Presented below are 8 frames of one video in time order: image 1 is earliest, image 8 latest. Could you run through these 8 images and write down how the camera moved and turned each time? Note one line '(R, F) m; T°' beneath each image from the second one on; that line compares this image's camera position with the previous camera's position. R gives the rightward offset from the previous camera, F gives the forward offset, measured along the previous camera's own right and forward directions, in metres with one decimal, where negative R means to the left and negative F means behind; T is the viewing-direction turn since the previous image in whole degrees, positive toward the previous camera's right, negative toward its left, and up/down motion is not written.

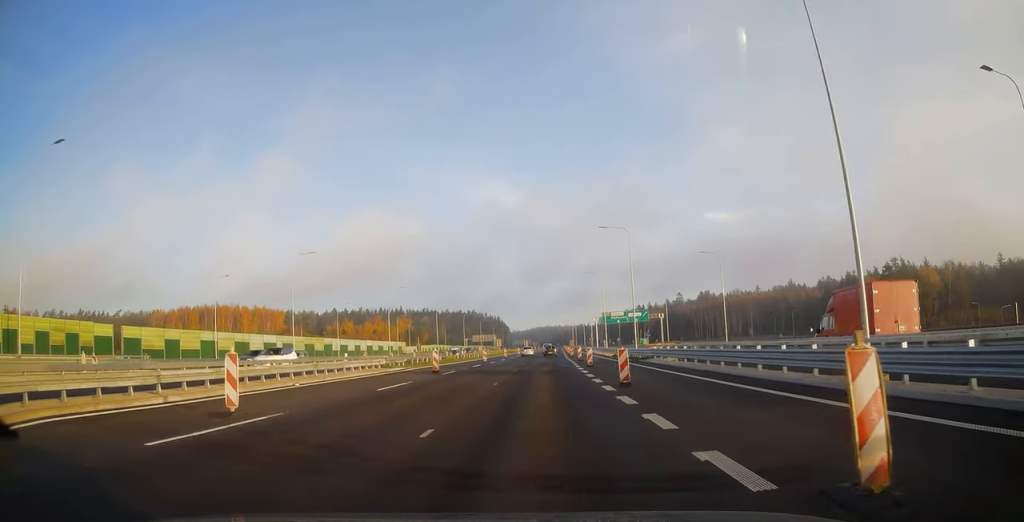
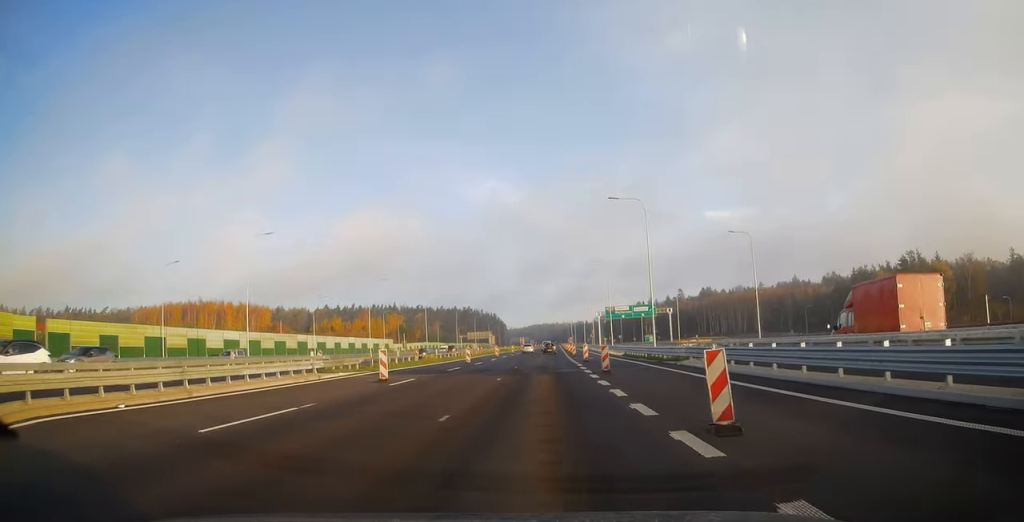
(0.0, +10.6) m; 0°
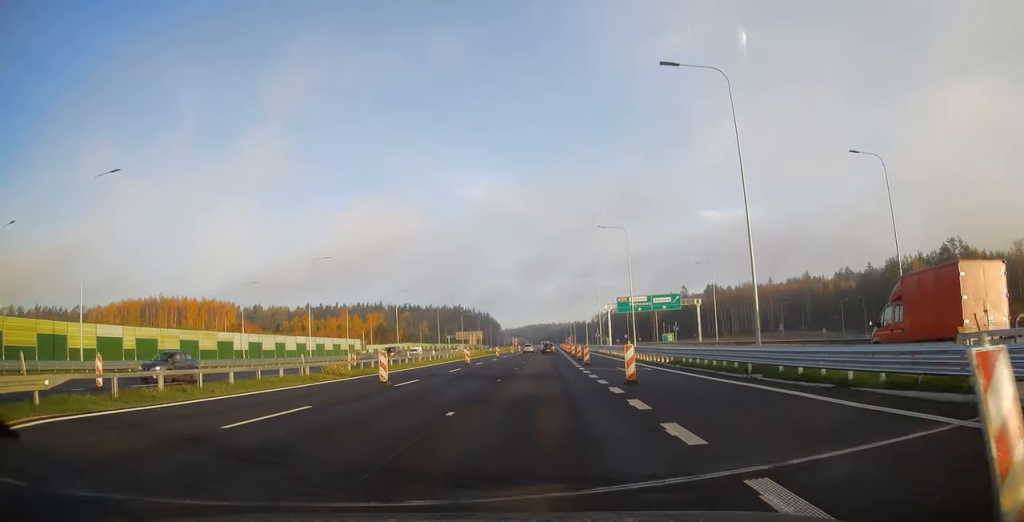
(+0.1, +23.3) m; 0°
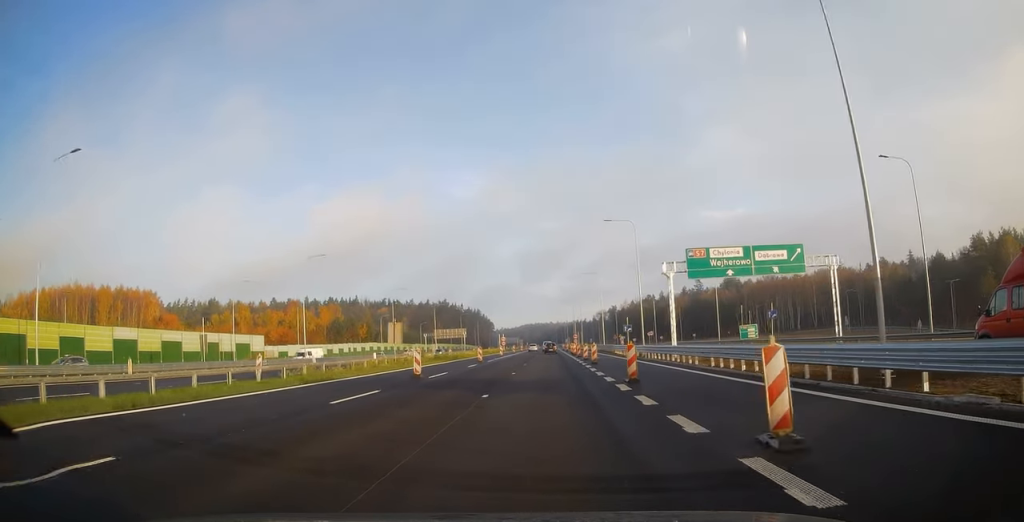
(+0.2, +43.4) m; 0°
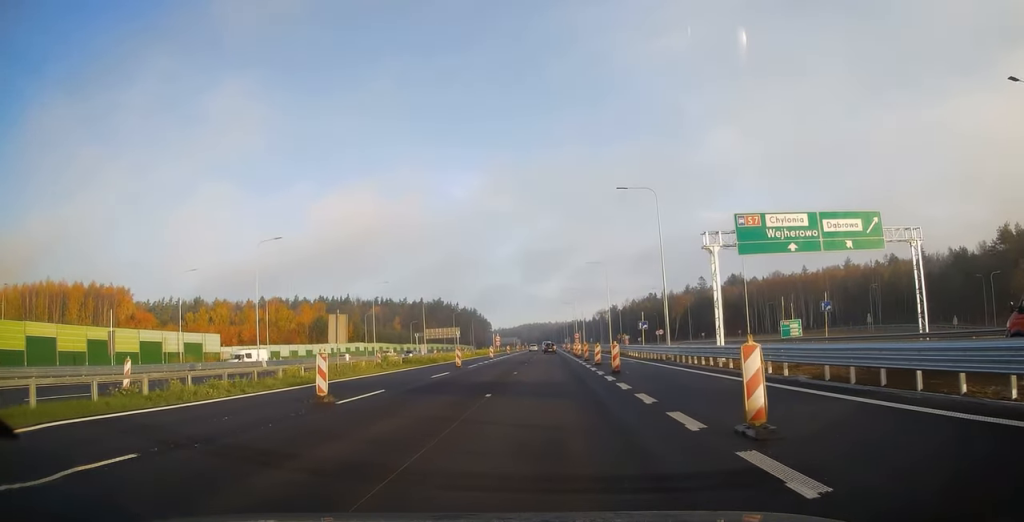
(0.0, +11.6) m; 0°
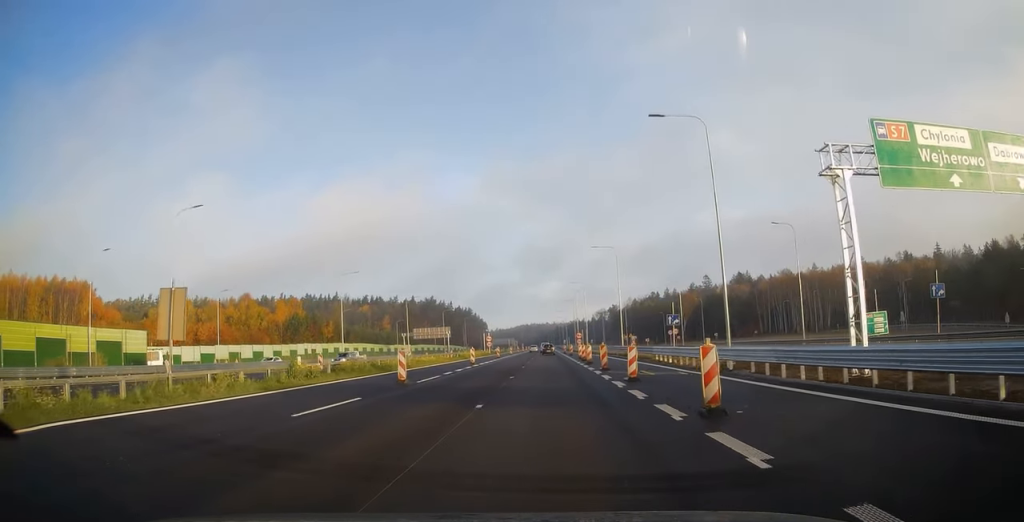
(0.0, +14.5) m; 0°
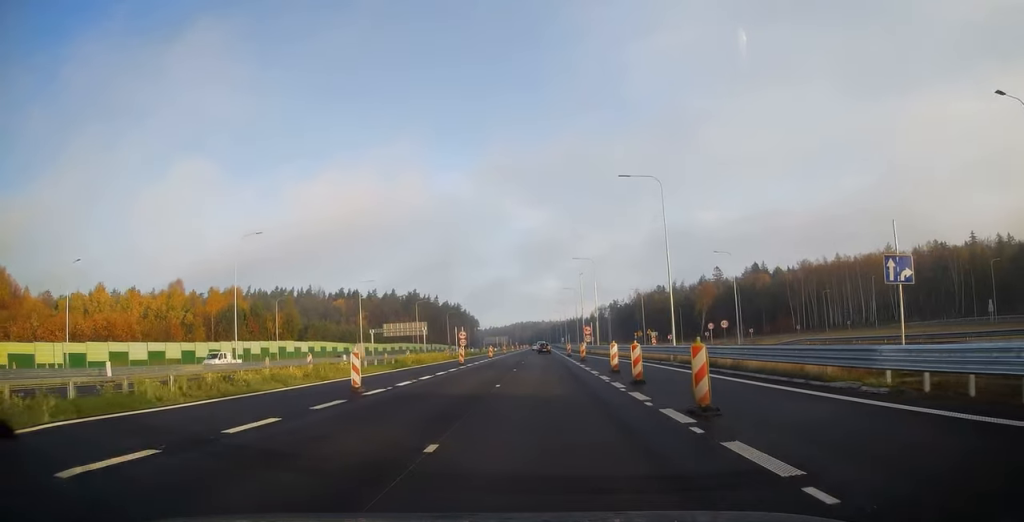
(+0.1, +28.9) m; 0°
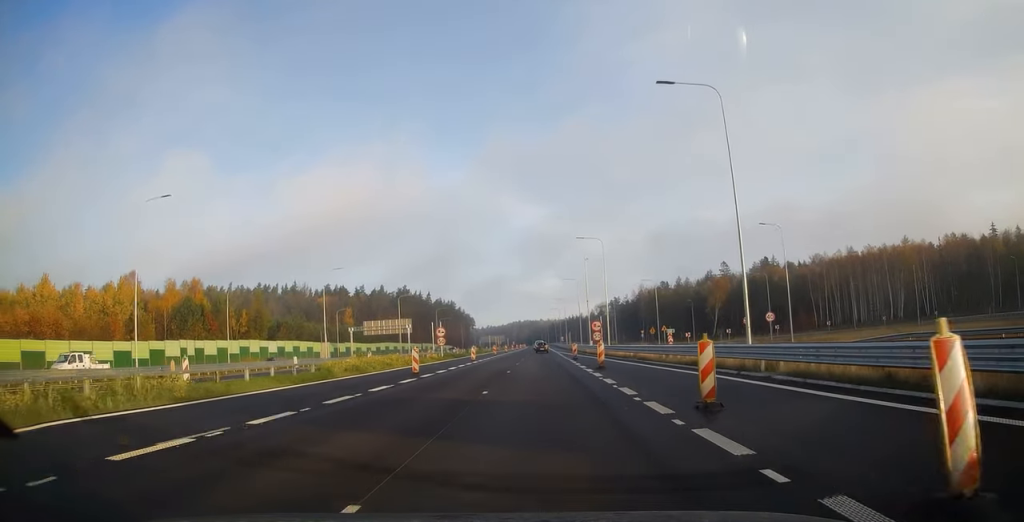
(+0.1, +15.0) m; 0°
